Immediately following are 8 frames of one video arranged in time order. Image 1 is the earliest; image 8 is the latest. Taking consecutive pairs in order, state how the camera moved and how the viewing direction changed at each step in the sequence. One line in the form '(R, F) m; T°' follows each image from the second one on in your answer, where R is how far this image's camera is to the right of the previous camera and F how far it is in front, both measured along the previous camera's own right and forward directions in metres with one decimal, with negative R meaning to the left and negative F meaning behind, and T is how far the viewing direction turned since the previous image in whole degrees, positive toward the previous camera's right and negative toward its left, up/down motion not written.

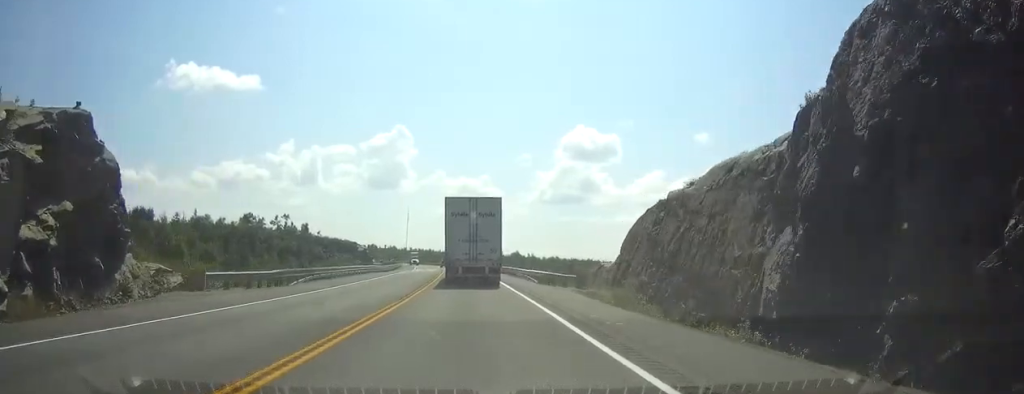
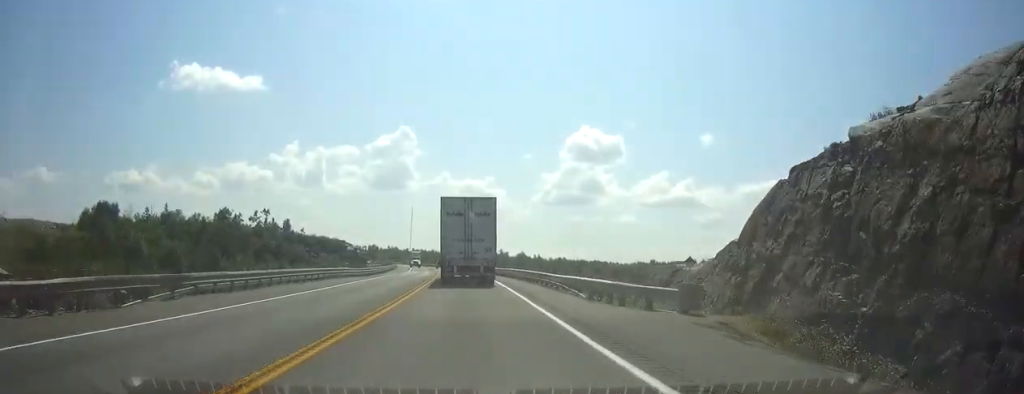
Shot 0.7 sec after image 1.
(-0.4, +18.1) m; -1°
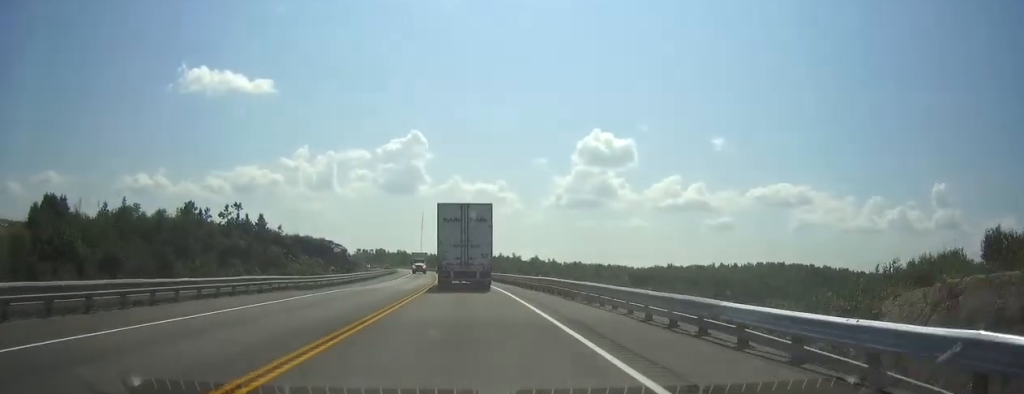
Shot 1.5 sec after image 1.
(-0.2, +22.5) m; -1°
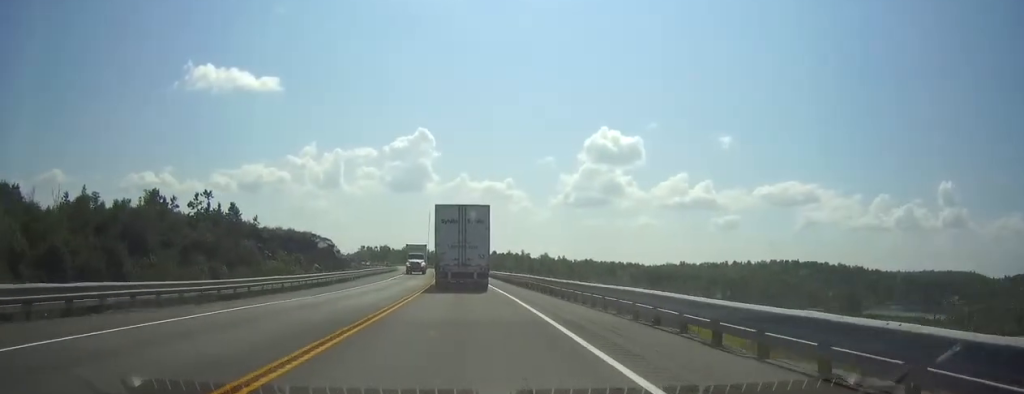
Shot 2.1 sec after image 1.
(-0.1, +16.2) m; -1°
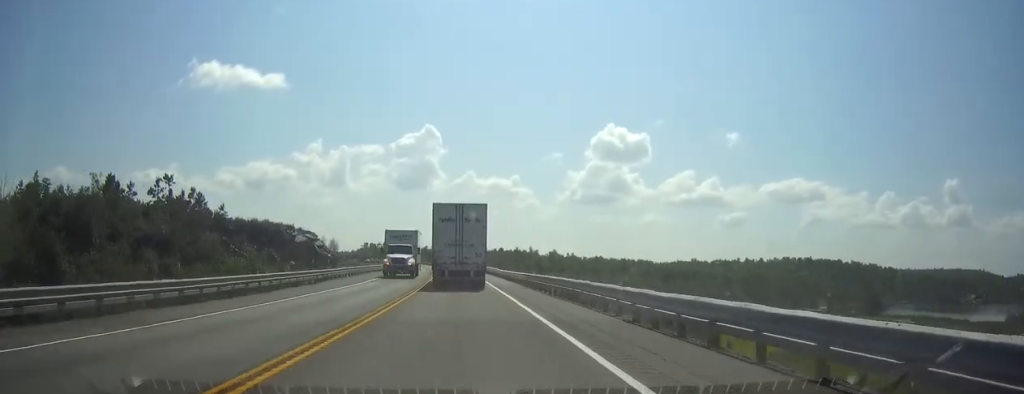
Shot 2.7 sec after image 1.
(-0.1, +15.3) m; 0°
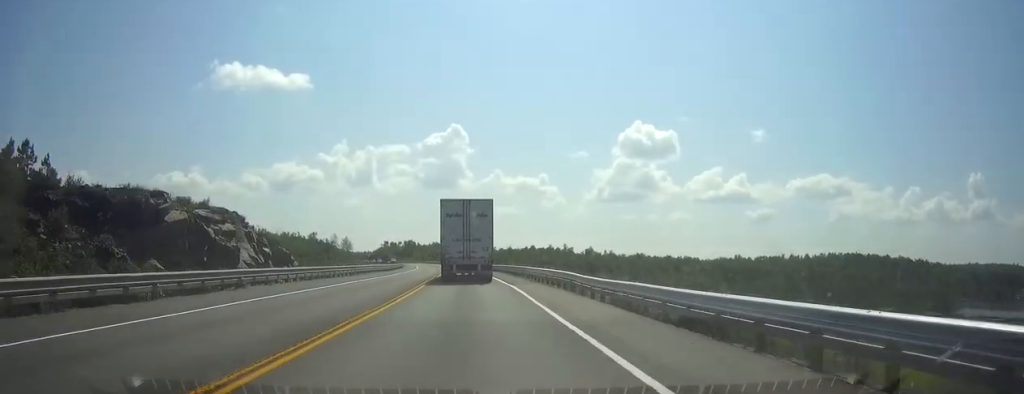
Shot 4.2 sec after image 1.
(-0.4, +41.2) m; -2°
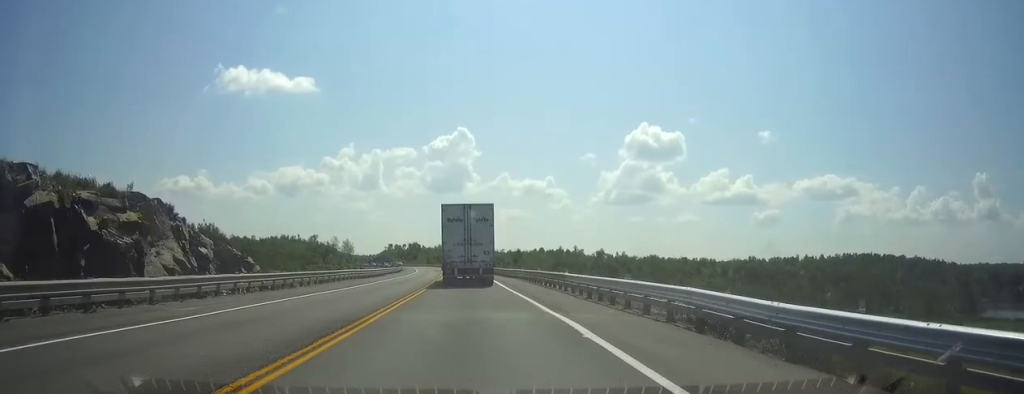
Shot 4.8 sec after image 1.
(-0.1, +16.1) m; -1°
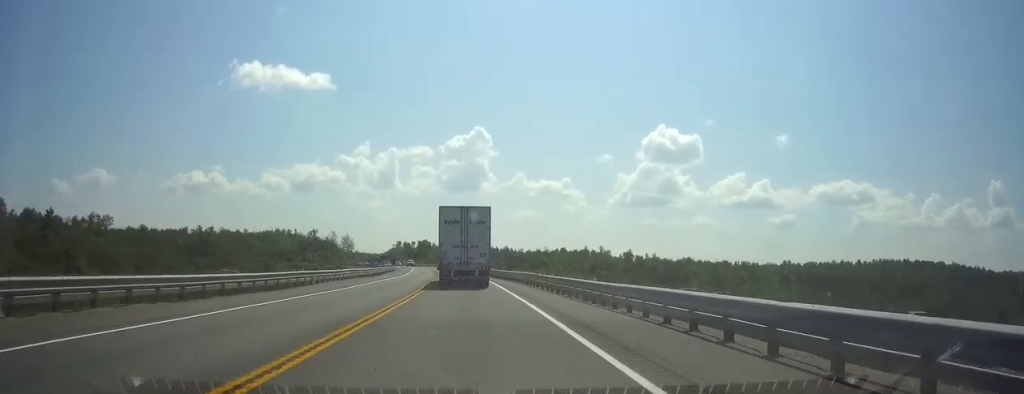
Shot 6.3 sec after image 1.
(-0.8, +39.7) m; -2°
